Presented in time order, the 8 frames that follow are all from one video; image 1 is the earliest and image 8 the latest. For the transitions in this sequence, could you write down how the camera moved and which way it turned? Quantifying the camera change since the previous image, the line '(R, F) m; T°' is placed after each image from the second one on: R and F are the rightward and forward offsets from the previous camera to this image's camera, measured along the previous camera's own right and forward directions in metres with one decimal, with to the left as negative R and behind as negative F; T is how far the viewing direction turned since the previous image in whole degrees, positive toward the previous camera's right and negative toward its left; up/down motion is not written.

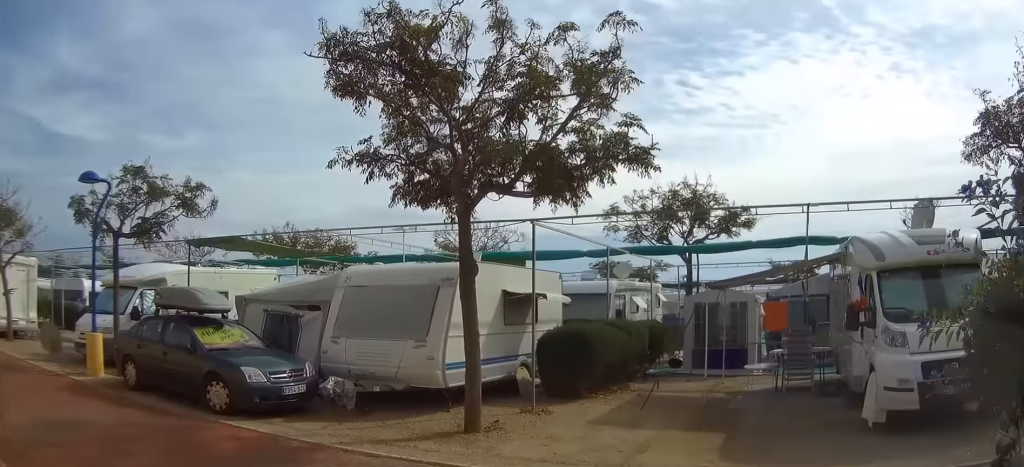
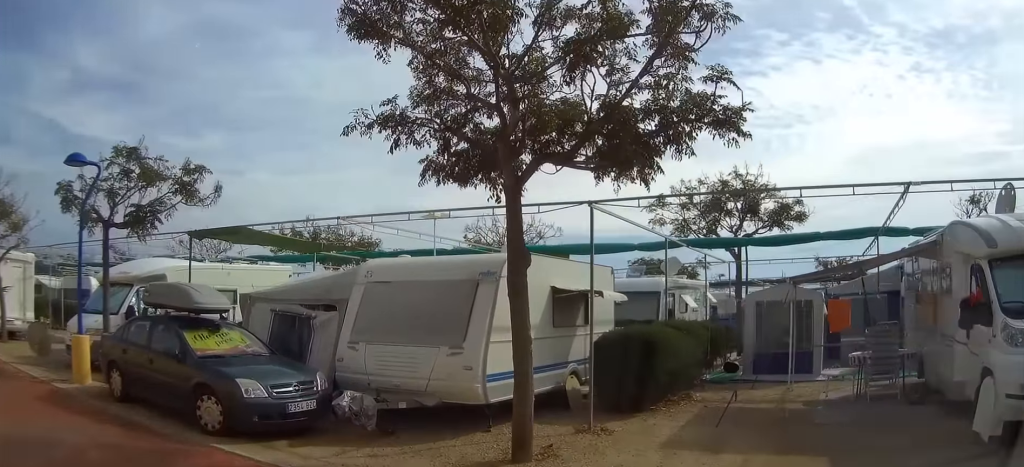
(0.0, +2.0) m; -10°
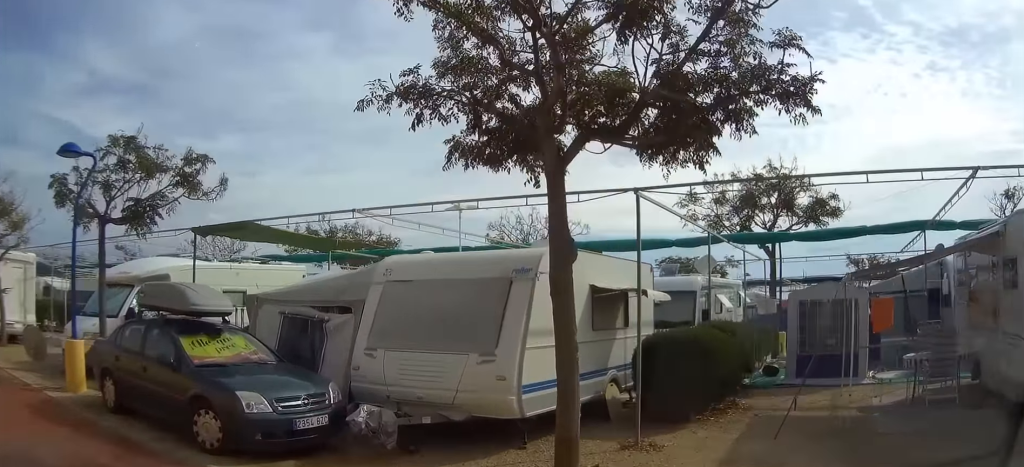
(-0.2, +1.2) m; -6°
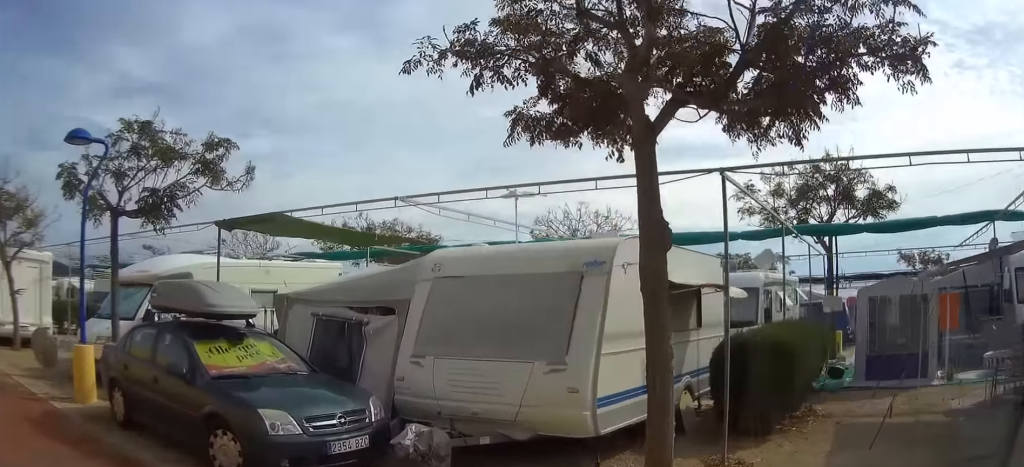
(-0.1, +1.2) m; -5°
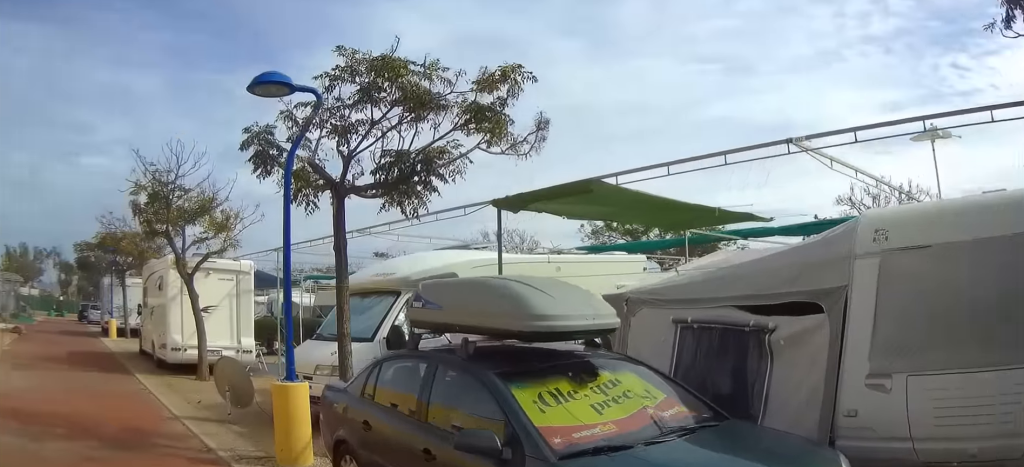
(-0.2, +3.3) m; -13°
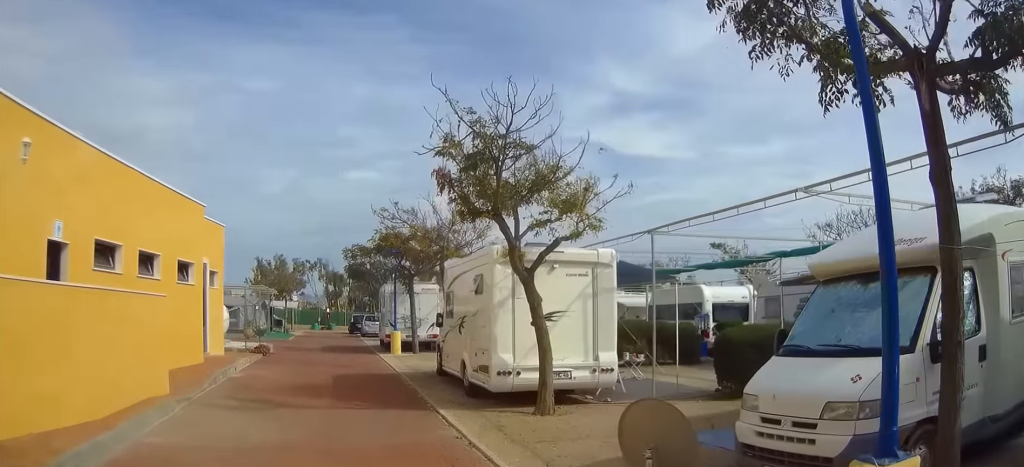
(-1.0, +4.6) m; -17°
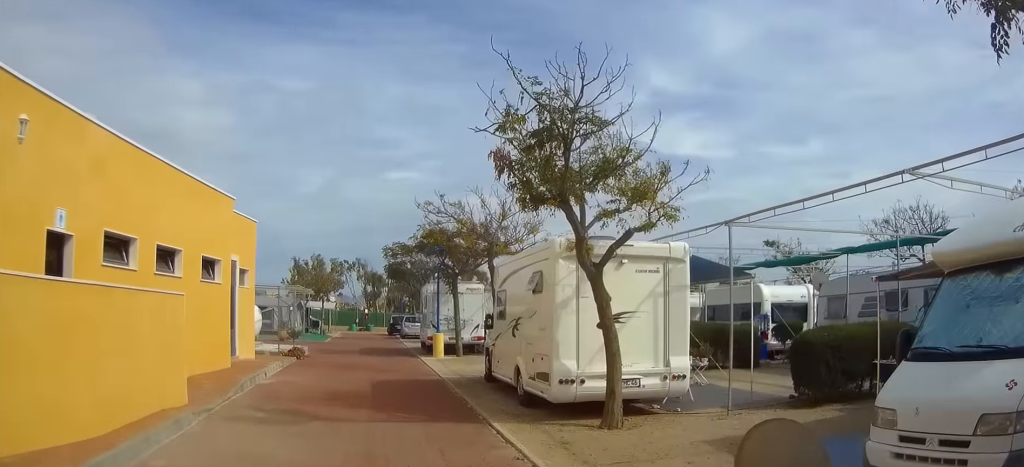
(0.0, +1.3) m; 0°
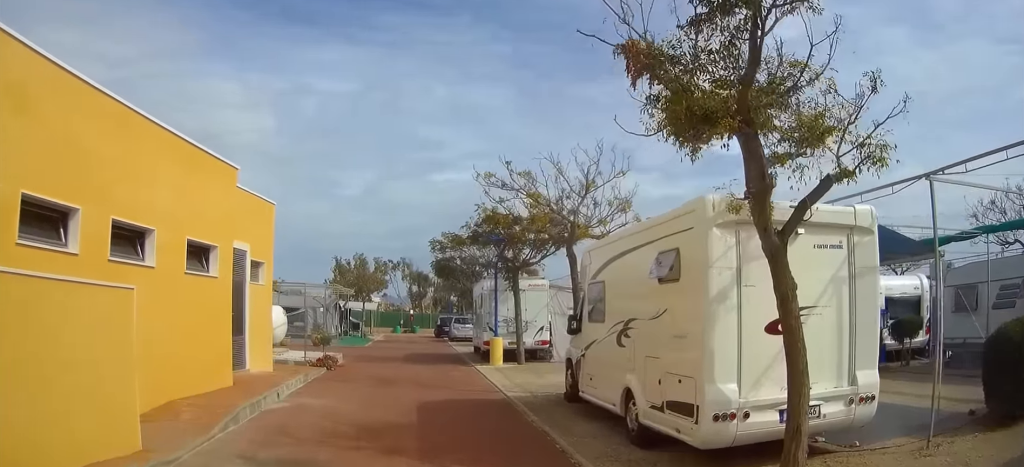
(0.0, +4.0) m; -1°
